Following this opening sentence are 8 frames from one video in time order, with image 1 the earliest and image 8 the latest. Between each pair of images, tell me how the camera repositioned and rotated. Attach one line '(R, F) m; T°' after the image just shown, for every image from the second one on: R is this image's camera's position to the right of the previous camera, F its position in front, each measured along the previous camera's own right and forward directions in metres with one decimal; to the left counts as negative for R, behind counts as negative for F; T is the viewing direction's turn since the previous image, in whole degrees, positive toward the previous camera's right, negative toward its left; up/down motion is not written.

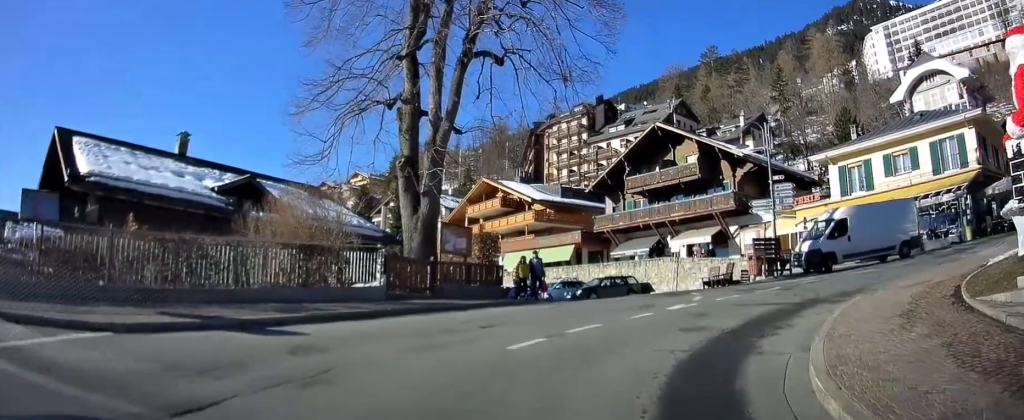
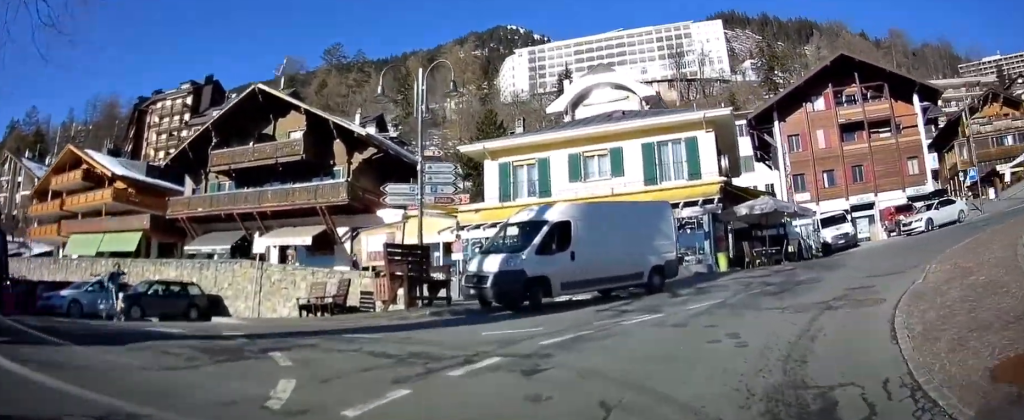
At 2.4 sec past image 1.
(+2.0, +10.4) m; +37°
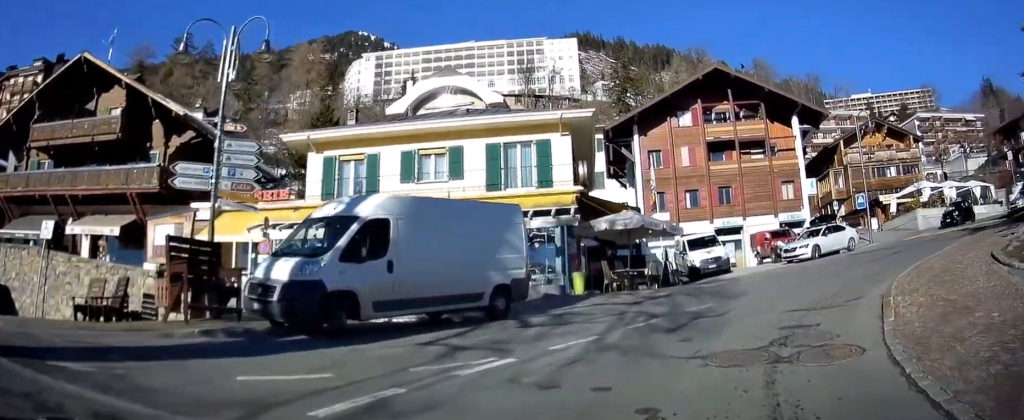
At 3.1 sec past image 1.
(+0.7, +3.3) m; +18°
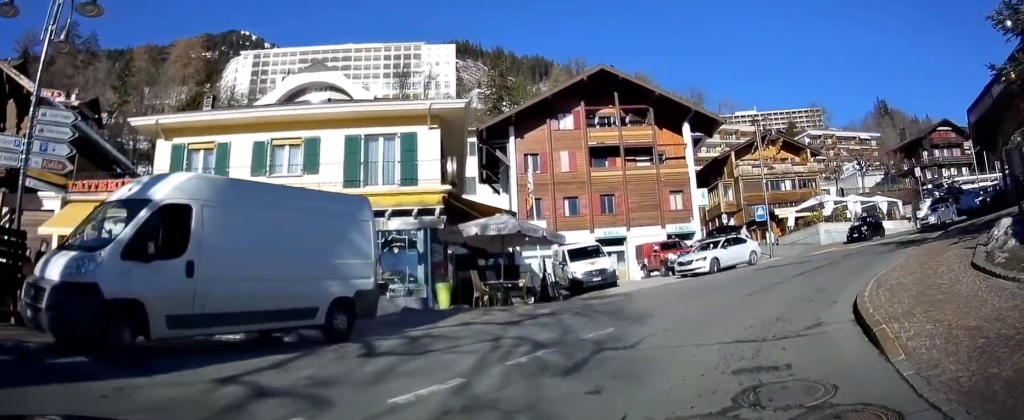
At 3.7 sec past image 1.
(+0.2, +2.5) m; +12°
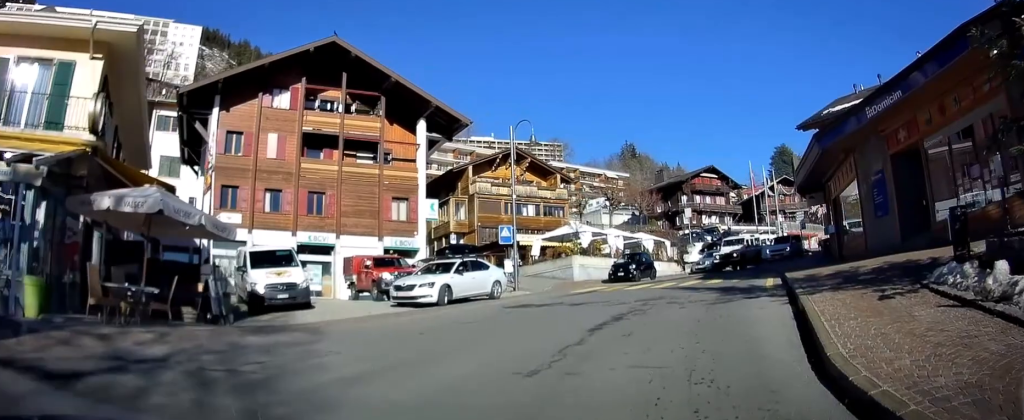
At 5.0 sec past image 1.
(+1.3, +6.2) m; +22°
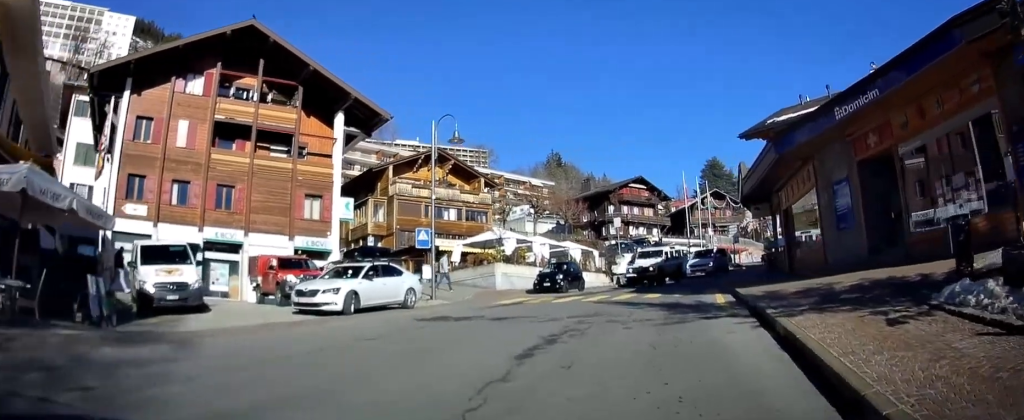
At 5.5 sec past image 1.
(-0.1, +2.1) m; +7°
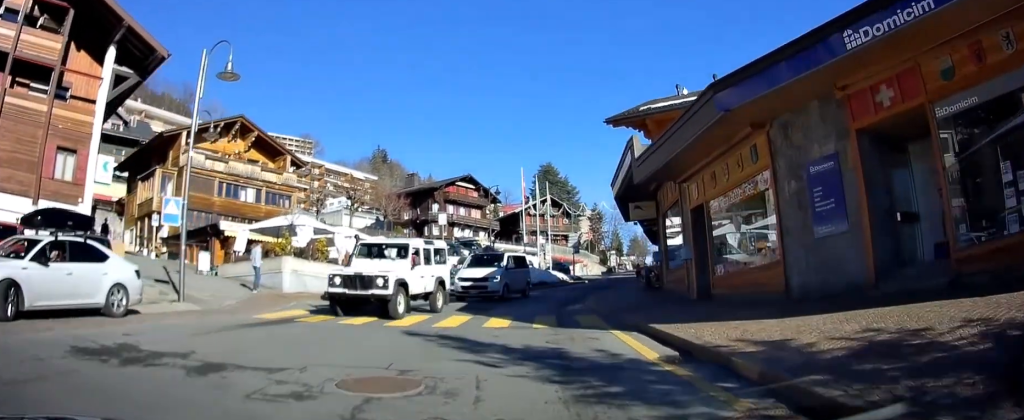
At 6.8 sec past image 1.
(+1.4, +6.8) m; +14°
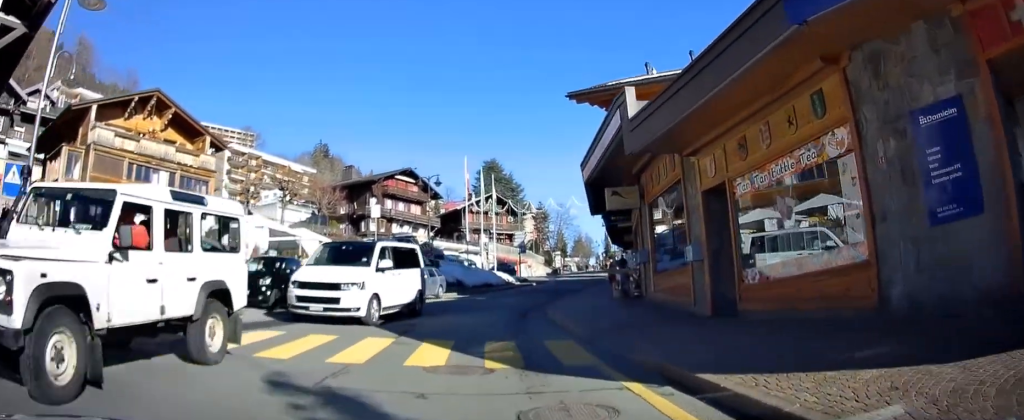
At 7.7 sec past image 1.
(+0.1, +4.6) m; +3°
